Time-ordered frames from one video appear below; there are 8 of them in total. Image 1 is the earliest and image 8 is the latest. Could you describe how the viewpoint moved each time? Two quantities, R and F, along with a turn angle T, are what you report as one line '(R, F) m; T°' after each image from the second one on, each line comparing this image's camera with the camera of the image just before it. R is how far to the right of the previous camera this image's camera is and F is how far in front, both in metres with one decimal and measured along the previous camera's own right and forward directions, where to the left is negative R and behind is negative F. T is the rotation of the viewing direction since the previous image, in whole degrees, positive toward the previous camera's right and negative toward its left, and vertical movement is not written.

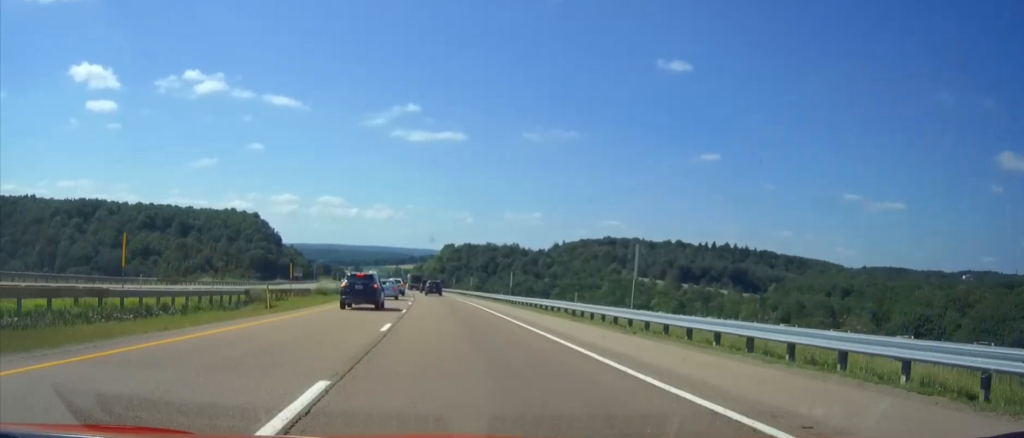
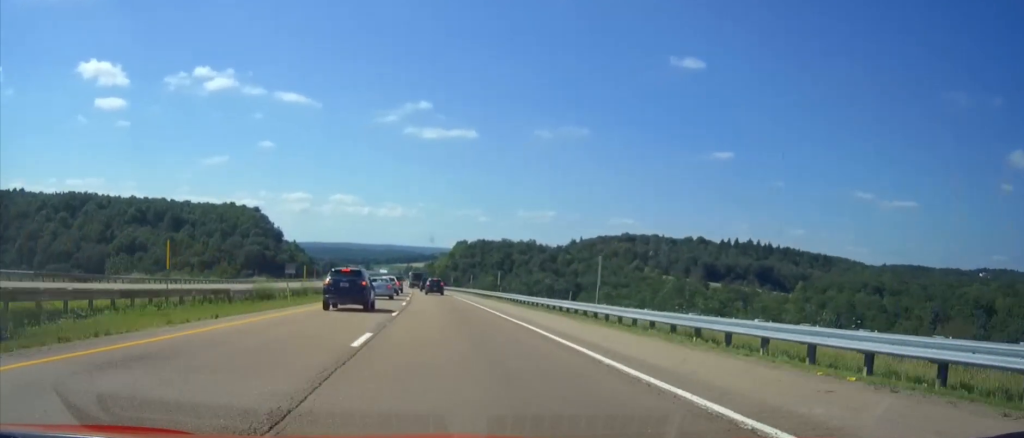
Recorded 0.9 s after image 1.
(-0.2, +28.9) m; -1°
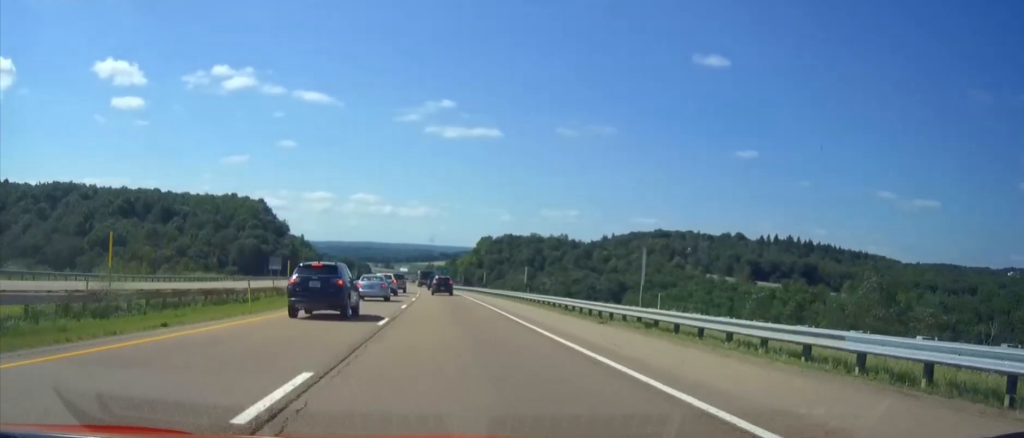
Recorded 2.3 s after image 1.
(-0.6, +42.3) m; -2°
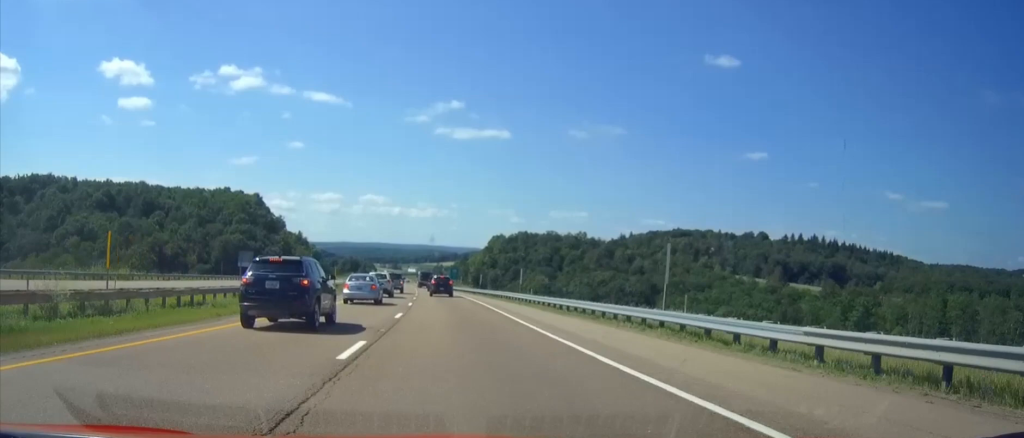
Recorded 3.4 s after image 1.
(-0.3, +32.4) m; -1°
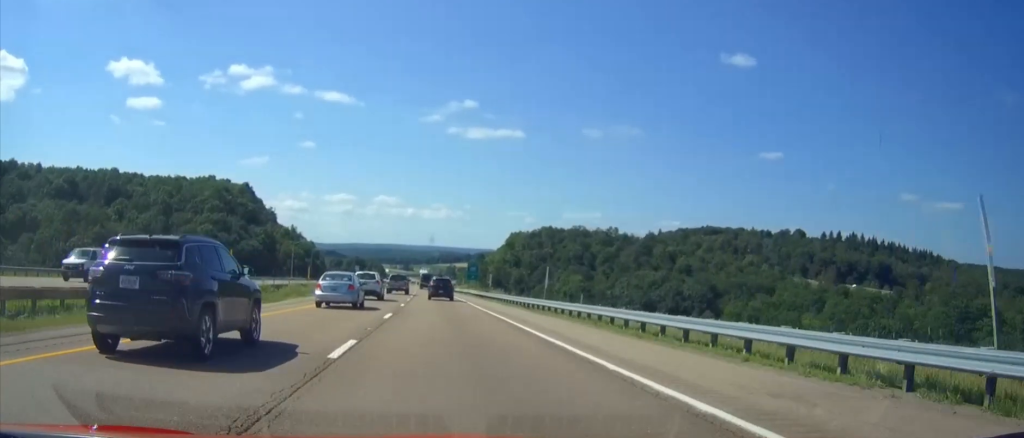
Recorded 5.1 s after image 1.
(-0.6, +48.4) m; -1°
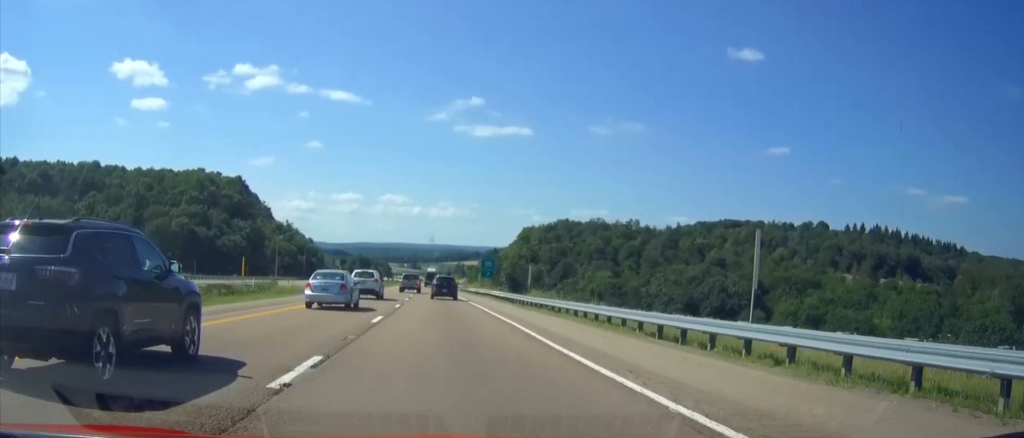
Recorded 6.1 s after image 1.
(-0.1, +27.0) m; 0°
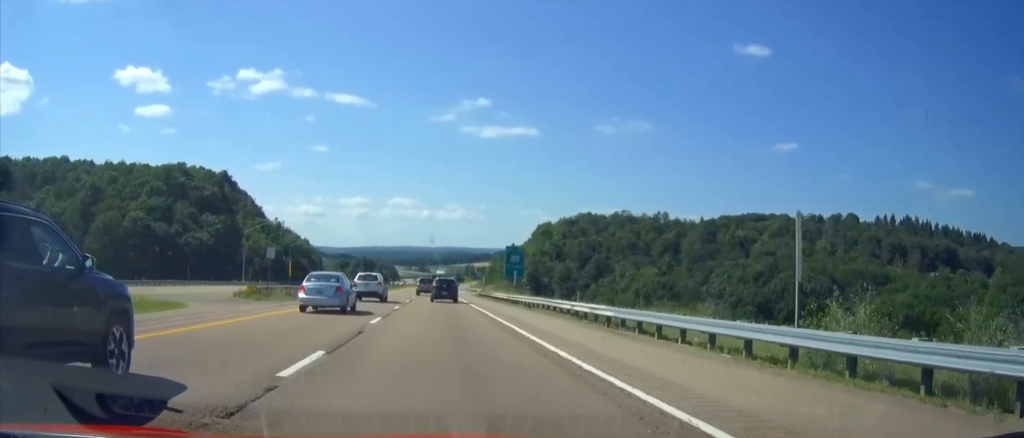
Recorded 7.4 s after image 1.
(-0.3, +34.6) m; -1°
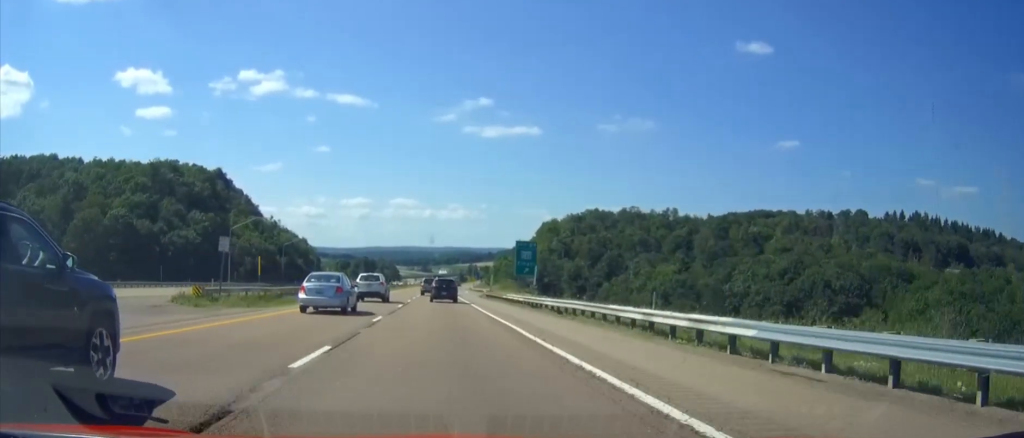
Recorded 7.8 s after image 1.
(0.0, +10.6) m; 0°
